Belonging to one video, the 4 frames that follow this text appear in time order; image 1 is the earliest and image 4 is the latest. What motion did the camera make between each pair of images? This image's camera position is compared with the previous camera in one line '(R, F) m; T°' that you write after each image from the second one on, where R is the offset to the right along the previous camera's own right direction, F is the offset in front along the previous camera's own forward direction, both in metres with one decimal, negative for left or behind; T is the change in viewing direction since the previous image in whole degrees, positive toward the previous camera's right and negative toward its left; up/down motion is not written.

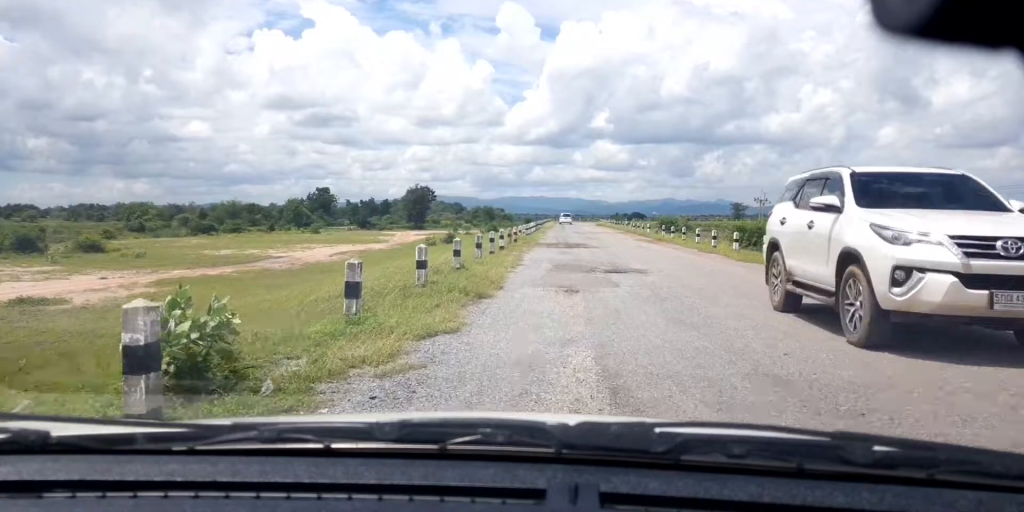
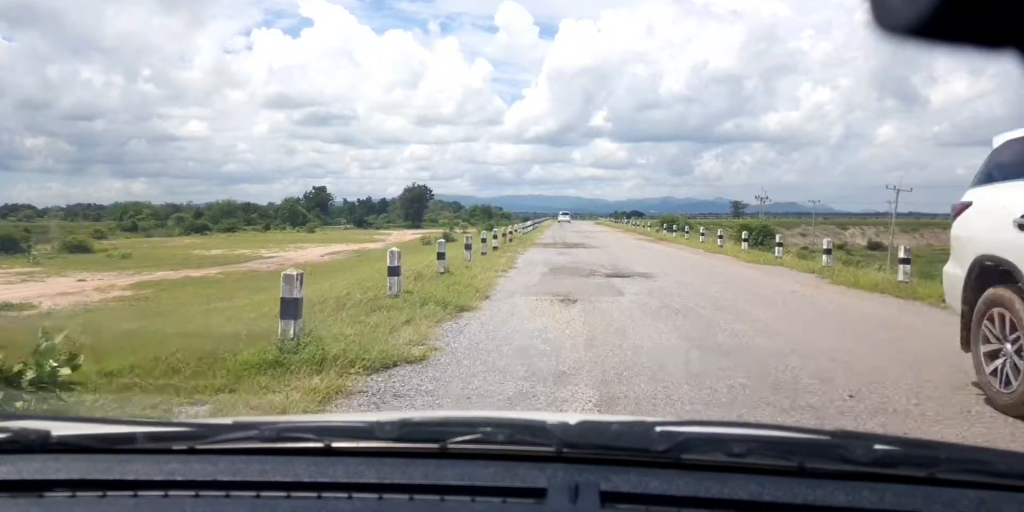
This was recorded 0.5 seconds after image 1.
(-0.2, +1.7) m; -3°
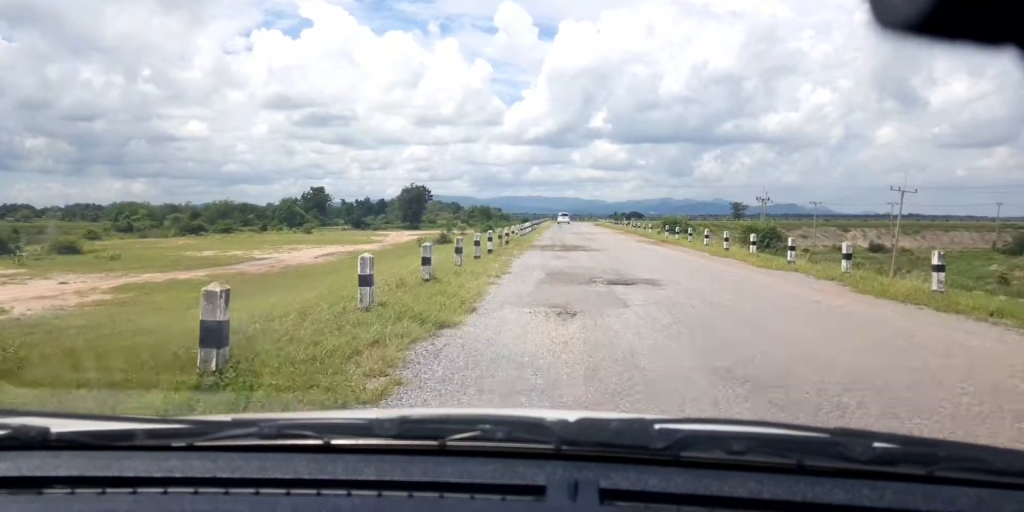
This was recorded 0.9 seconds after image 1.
(-0.1, +1.5) m; -2°
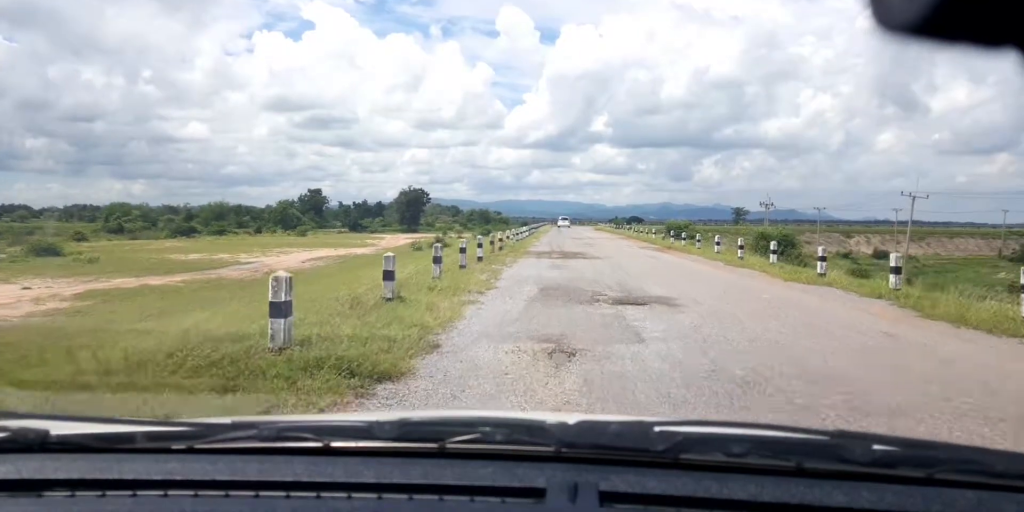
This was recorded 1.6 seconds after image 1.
(0.0, +2.6) m; +4°
